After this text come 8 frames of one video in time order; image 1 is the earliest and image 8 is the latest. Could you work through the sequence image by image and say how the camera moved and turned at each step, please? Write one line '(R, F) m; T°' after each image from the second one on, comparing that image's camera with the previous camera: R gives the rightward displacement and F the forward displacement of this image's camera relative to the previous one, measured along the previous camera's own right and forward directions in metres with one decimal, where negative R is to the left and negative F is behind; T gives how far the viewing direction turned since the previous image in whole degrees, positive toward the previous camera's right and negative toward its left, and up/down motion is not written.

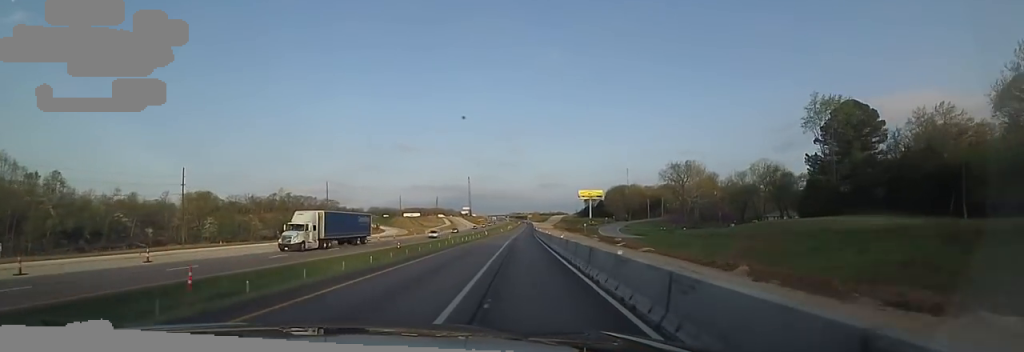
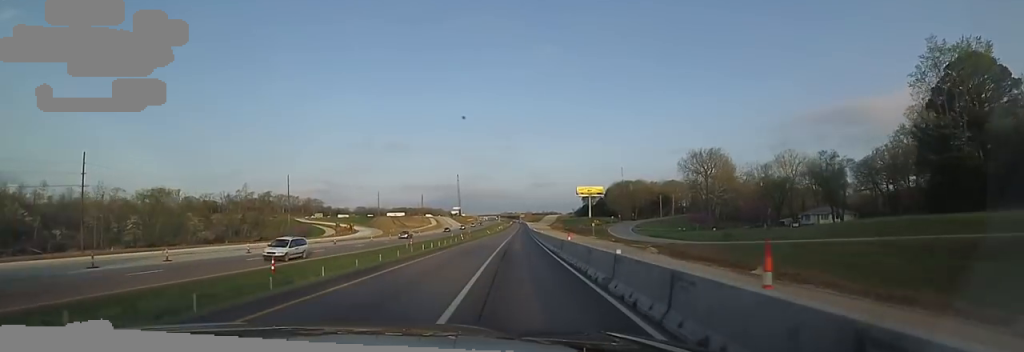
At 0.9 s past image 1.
(0.0, +27.2) m; 0°
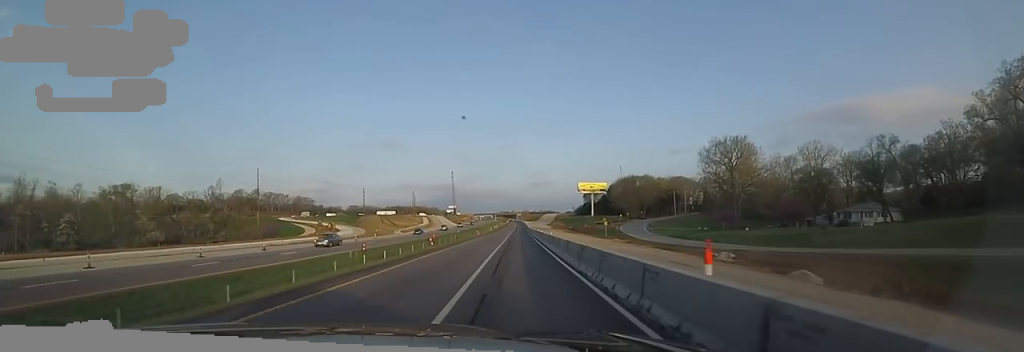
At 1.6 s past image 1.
(-0.2, +18.6) m; 0°
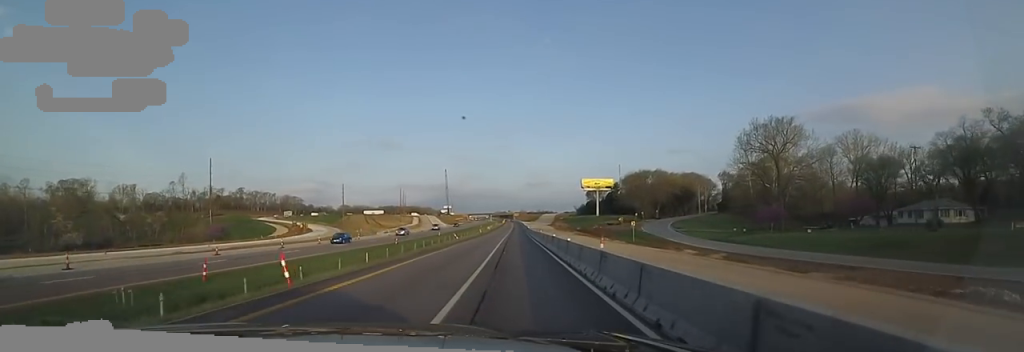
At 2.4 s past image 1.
(+0.2, +23.1) m; 0°
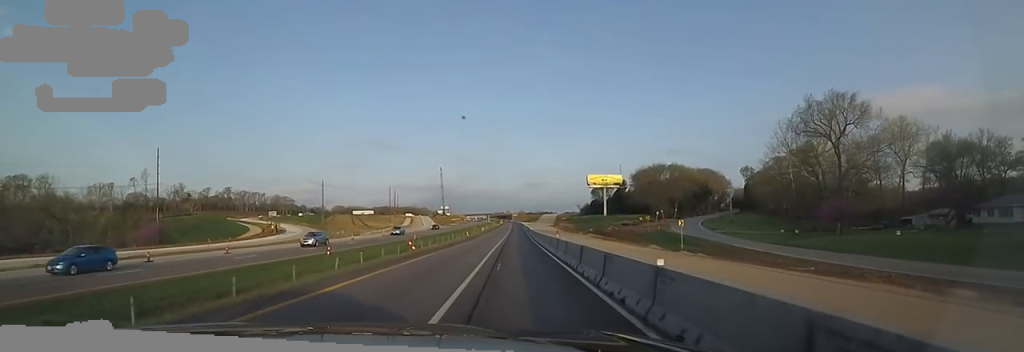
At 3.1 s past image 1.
(+0.1, +20.1) m; +1°
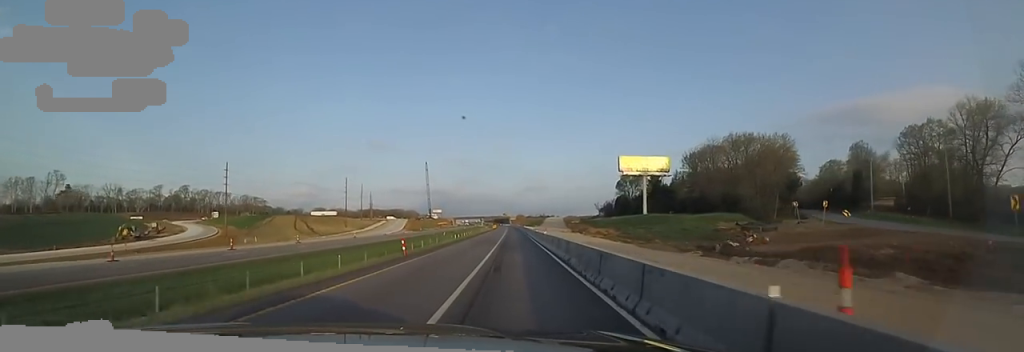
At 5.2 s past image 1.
(+1.8, +62.4) m; 0°
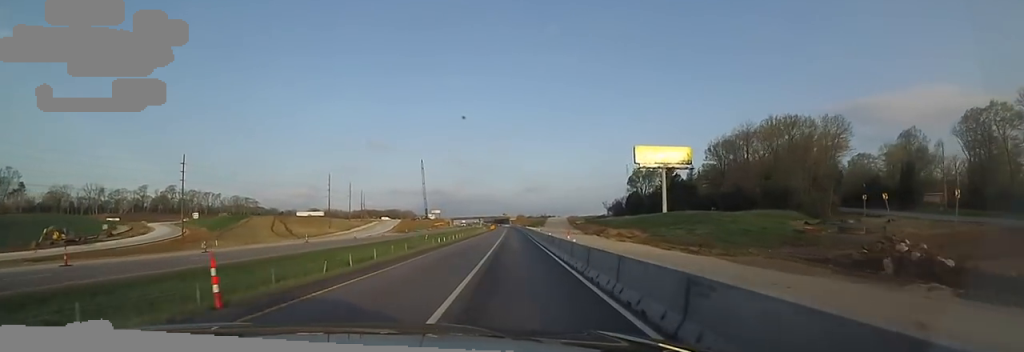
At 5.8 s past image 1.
(-0.5, +17.9) m; -2°
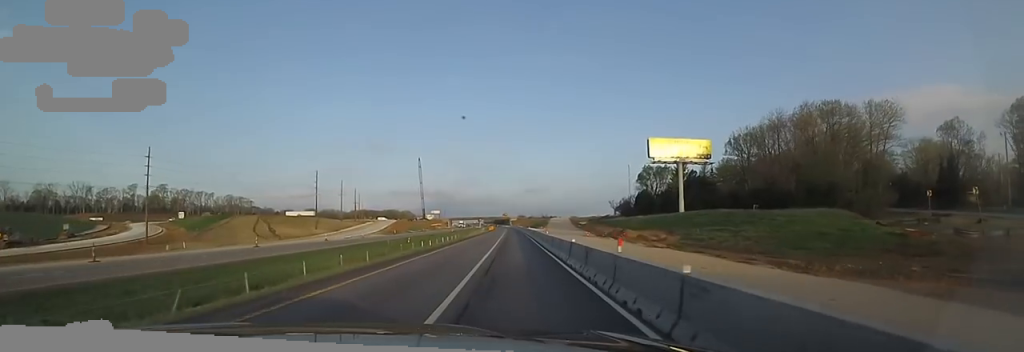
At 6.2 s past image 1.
(-0.1, +12.0) m; +1°
